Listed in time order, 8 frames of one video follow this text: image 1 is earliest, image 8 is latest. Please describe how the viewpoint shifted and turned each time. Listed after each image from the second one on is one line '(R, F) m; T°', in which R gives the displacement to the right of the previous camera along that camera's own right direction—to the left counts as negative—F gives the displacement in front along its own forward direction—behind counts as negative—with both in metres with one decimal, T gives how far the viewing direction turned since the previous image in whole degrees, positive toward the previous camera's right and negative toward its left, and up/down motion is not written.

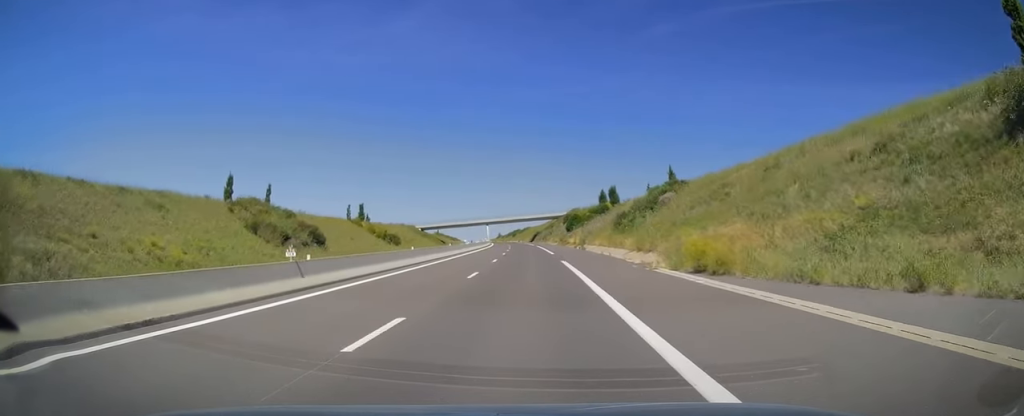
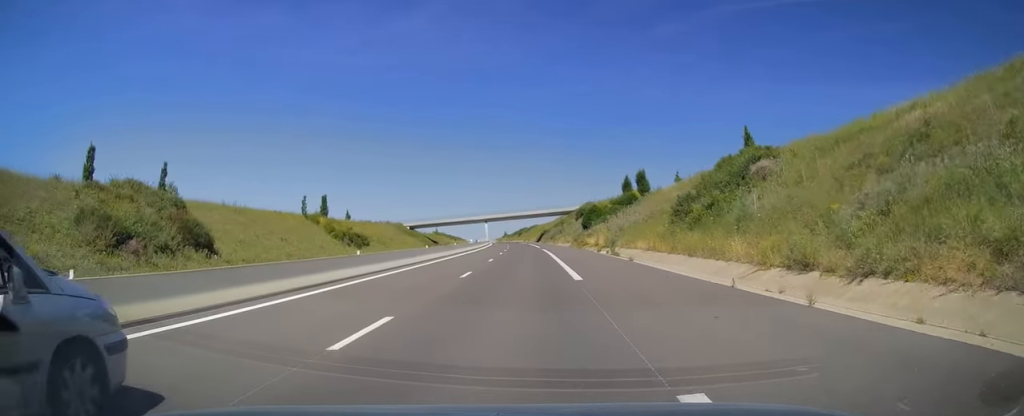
(-0.1, +26.0) m; 0°
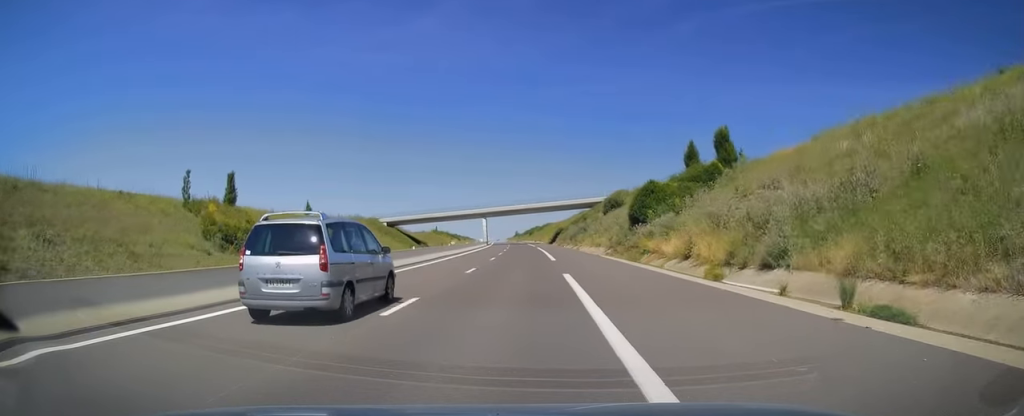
(0.0, +35.8) m; 0°
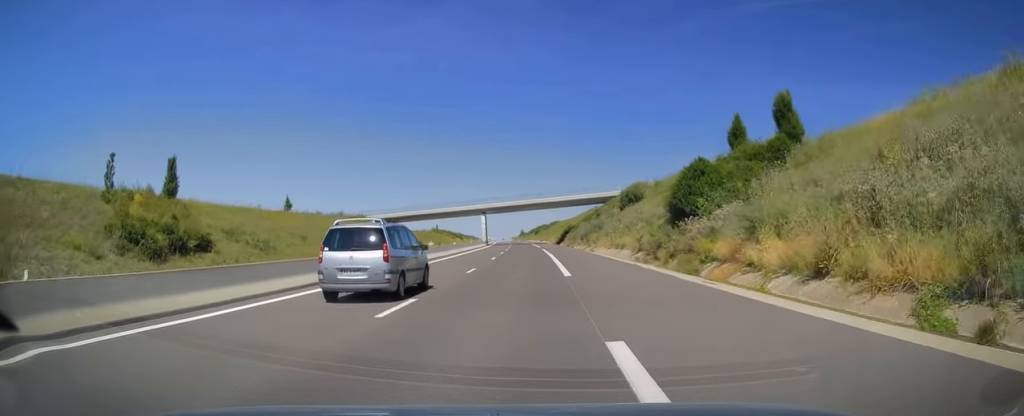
(0.0, +13.2) m; -1°
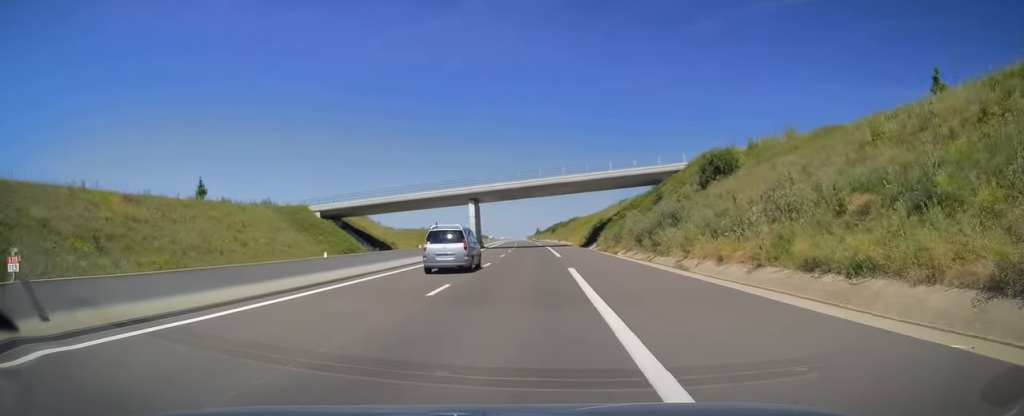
(-0.7, +35.2) m; -2°
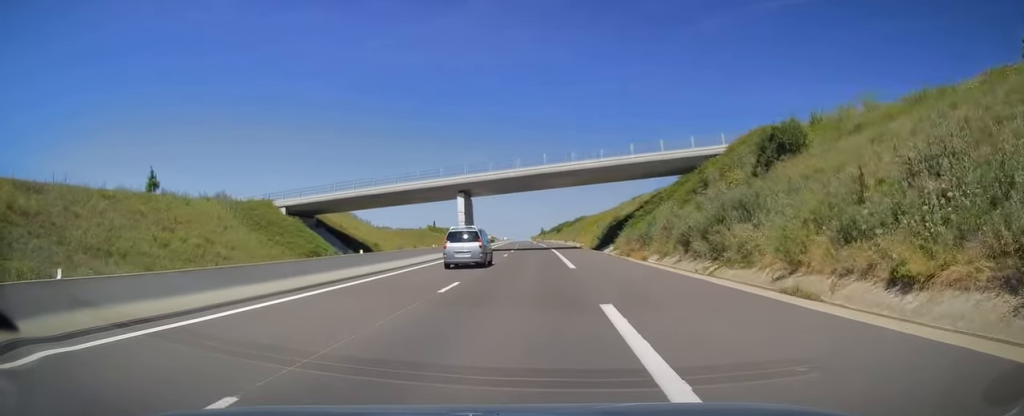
(-0.2, +12.2) m; 0°
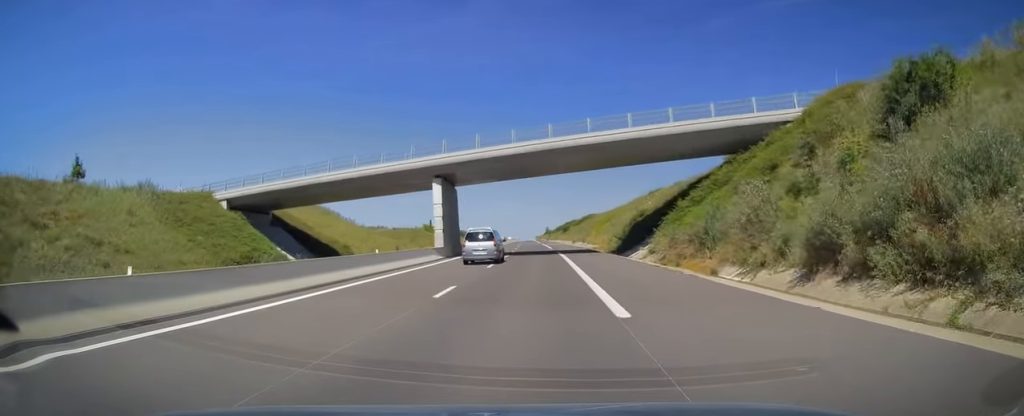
(+0.1, +14.2) m; 0°
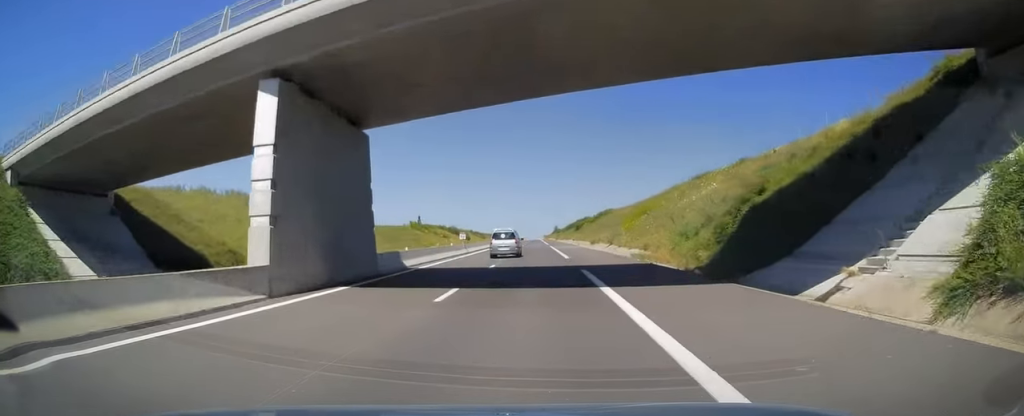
(-0.1, +26.9) m; -1°
